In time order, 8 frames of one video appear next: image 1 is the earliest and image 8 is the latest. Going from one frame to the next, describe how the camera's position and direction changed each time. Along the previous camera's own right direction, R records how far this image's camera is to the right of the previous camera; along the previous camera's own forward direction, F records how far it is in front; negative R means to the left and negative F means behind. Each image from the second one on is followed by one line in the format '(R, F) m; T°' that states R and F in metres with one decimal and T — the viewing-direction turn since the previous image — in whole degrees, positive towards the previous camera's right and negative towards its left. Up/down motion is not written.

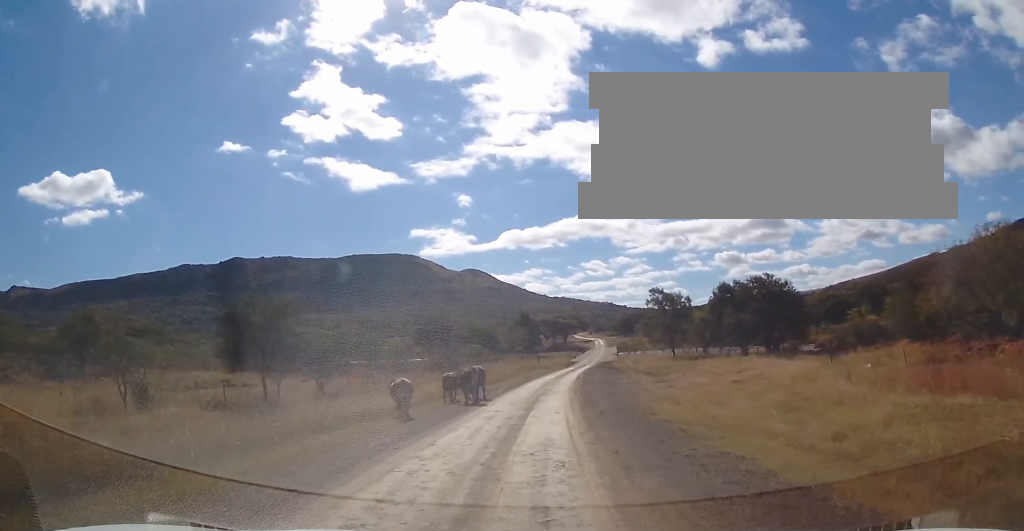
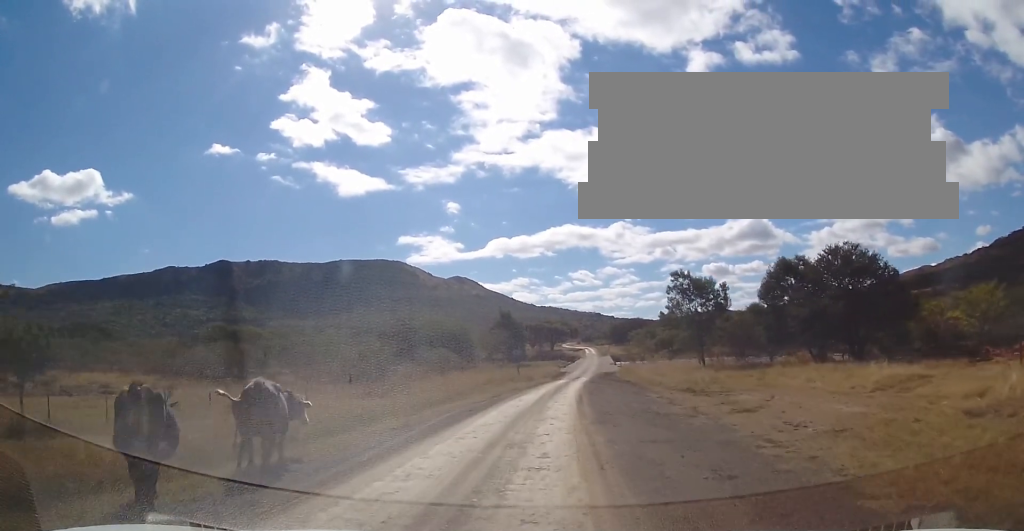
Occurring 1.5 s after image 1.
(+0.5, +17.9) m; +2°
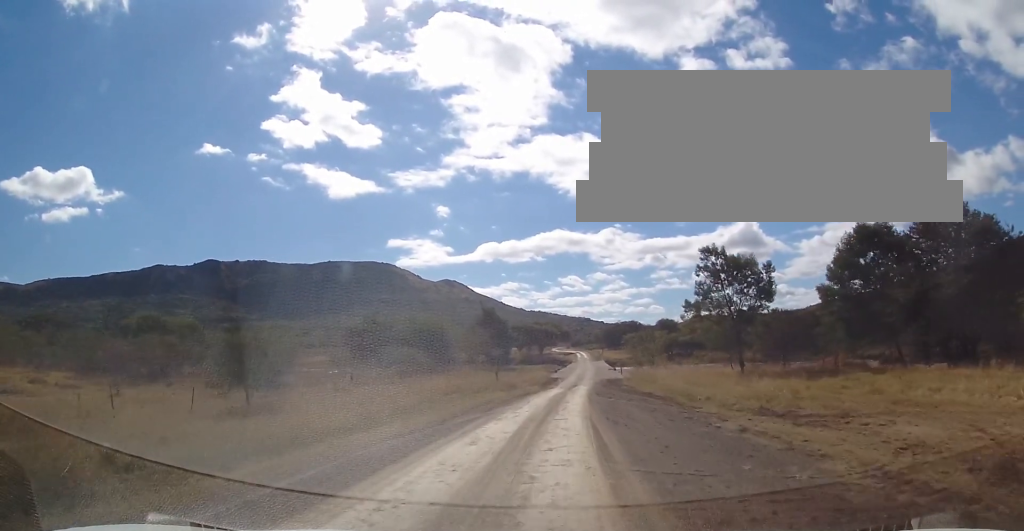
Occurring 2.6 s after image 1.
(-0.2, +12.0) m; +1°
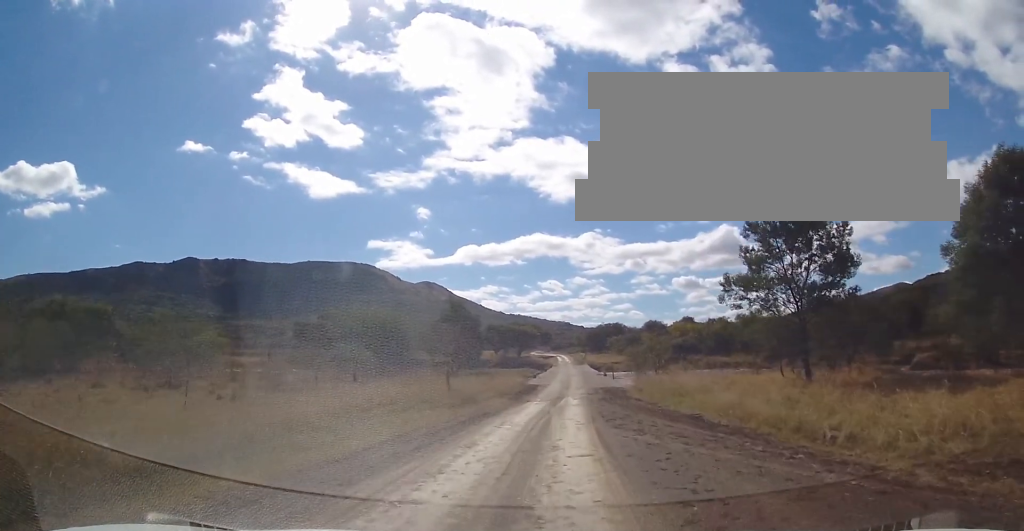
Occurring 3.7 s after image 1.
(+0.4, +11.9) m; +3°
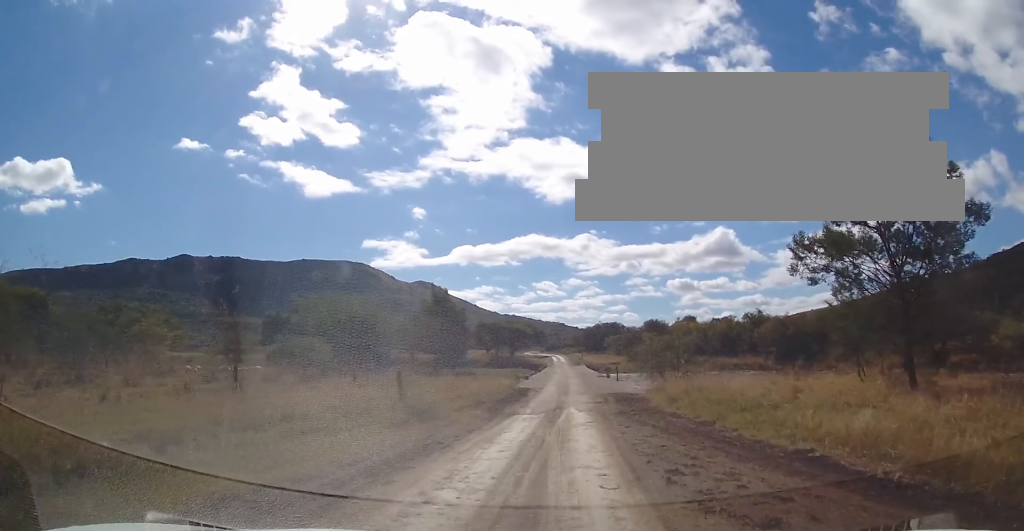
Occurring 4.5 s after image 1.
(+0.1, +8.0) m; 0°
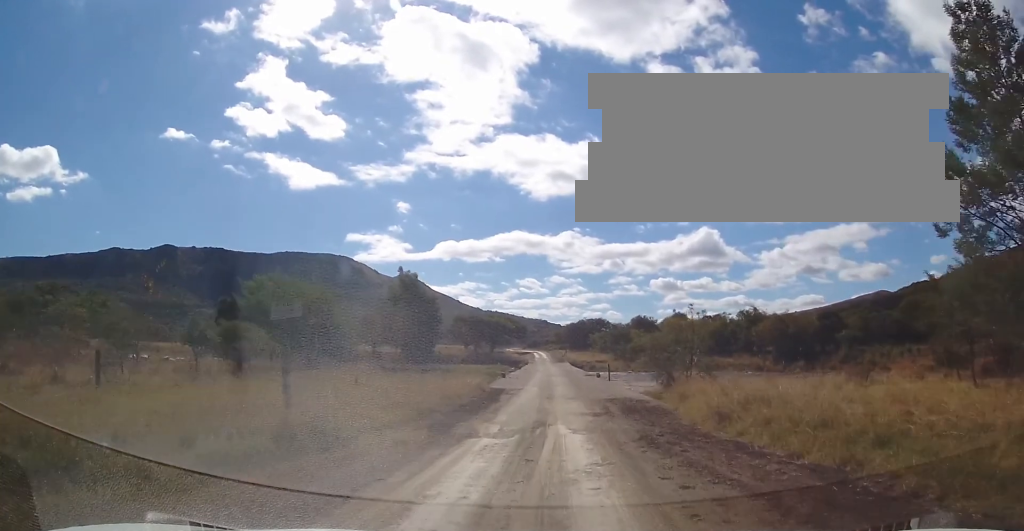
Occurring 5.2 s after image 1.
(0.0, +7.3) m; +1°
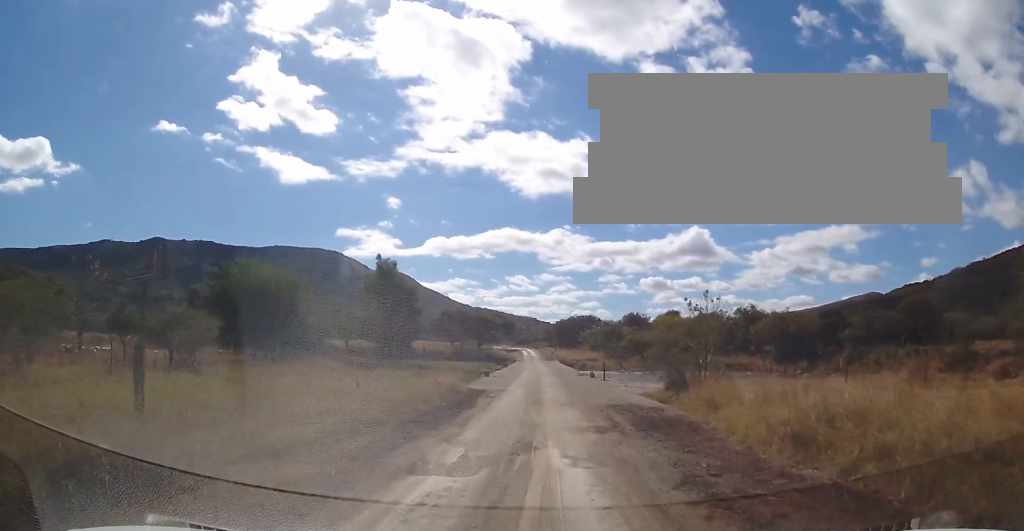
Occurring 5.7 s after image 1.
(0.0, +4.5) m; +1°
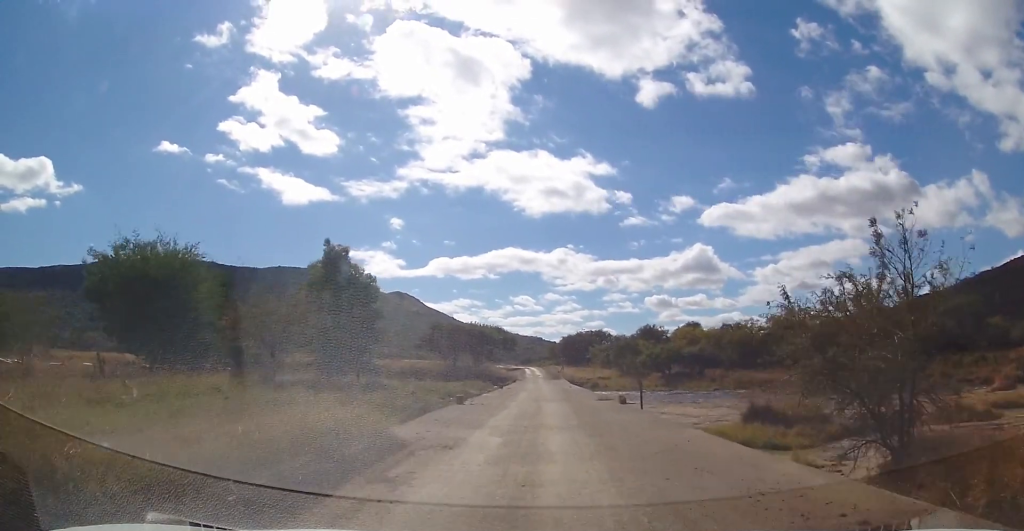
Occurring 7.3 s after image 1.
(-0.1, +13.8) m; -1°
